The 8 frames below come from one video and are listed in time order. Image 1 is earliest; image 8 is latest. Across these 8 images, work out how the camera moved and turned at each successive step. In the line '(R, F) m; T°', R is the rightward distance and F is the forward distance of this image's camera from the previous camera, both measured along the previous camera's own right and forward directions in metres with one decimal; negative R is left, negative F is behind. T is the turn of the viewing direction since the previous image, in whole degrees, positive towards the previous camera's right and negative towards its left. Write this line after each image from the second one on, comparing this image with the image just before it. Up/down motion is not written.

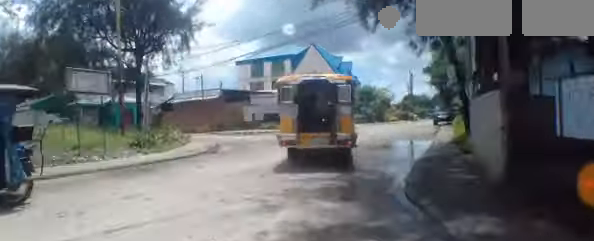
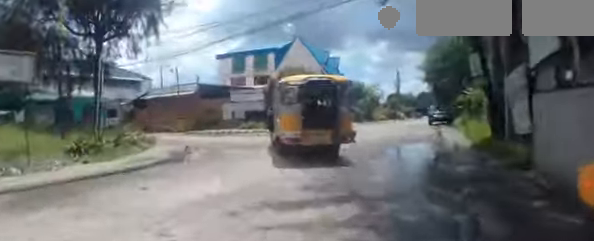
(+0.2, +2.7) m; +7°
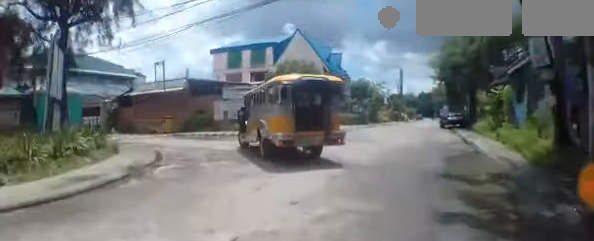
(-0.1, +4.3) m; +7°
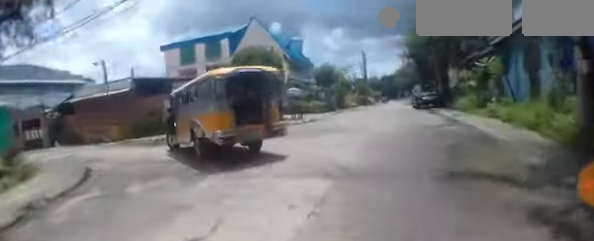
(+0.3, +2.4) m; +4°
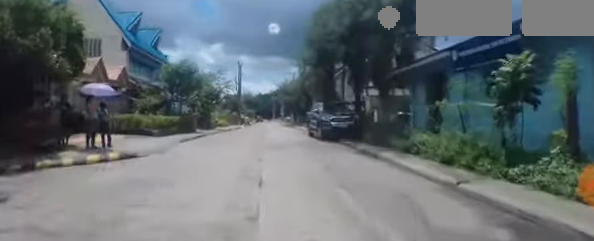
(+1.5, +12.7) m; +9°
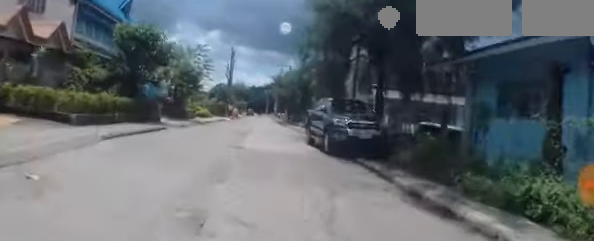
(+0.2, +5.9) m; 0°
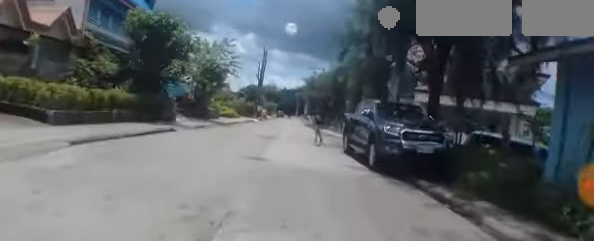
(0.0, +2.6) m; -1°
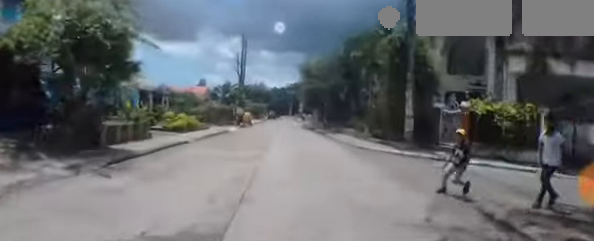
(-0.3, +12.1) m; -2°
